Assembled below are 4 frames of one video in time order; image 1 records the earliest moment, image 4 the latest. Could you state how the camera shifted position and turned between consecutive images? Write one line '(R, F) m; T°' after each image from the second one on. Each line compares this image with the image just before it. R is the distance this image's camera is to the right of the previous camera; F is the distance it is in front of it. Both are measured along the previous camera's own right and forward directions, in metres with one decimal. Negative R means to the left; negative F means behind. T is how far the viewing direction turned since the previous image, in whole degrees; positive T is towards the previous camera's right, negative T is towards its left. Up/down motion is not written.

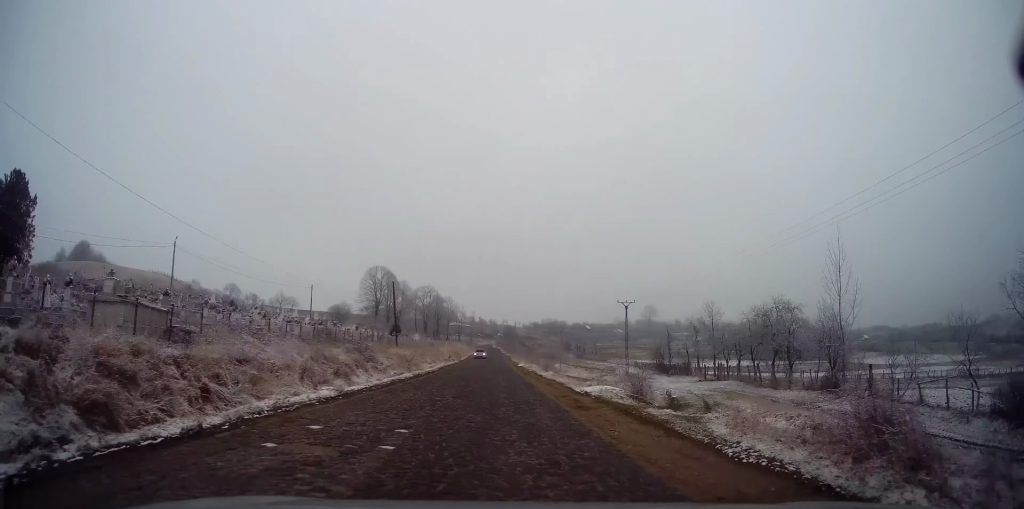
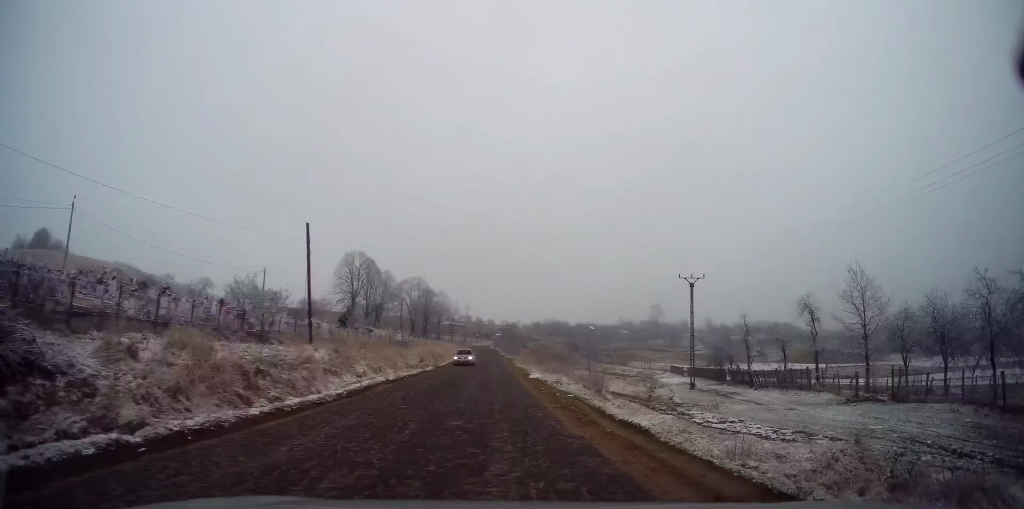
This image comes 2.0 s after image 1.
(0.0, +24.3) m; -1°
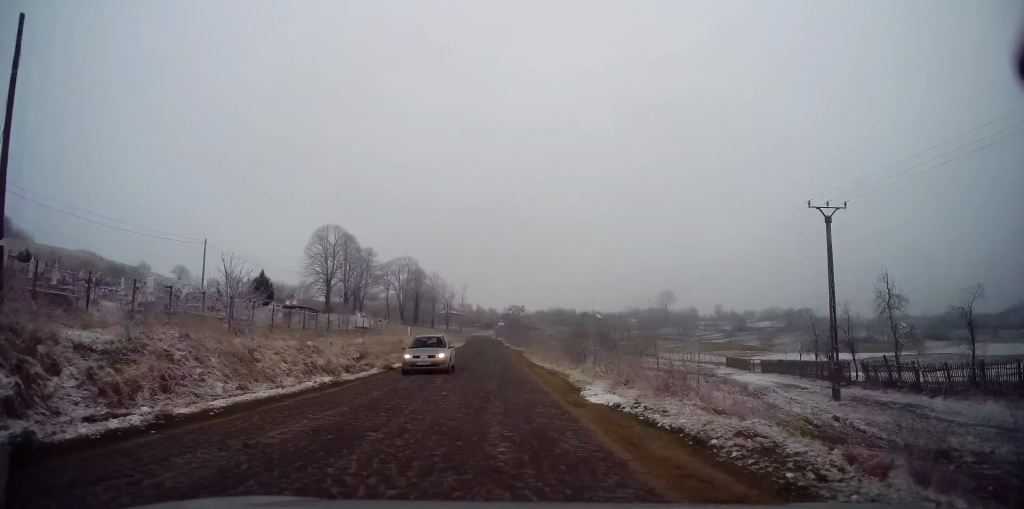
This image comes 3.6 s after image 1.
(0.0, +20.1) m; +1°
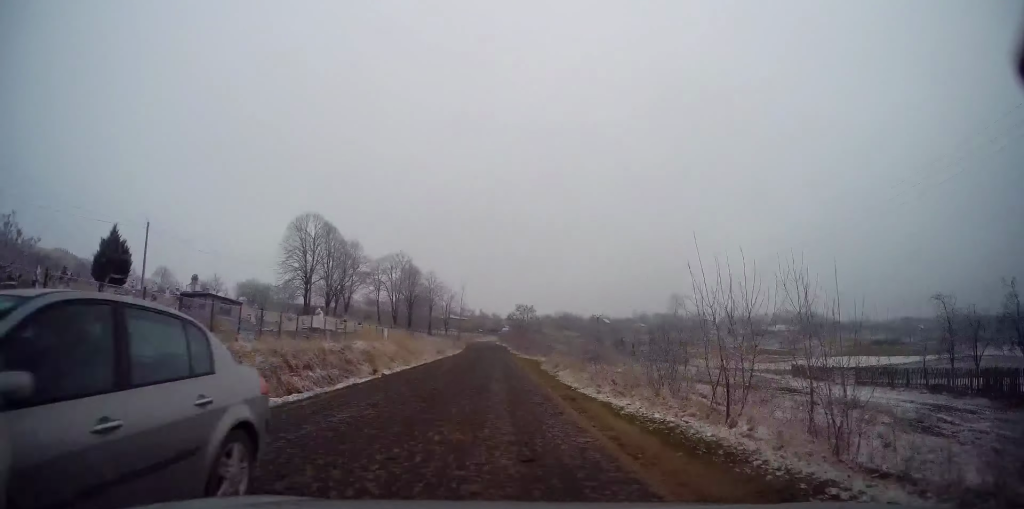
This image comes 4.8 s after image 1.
(+0.1, +14.6) m; -1°
